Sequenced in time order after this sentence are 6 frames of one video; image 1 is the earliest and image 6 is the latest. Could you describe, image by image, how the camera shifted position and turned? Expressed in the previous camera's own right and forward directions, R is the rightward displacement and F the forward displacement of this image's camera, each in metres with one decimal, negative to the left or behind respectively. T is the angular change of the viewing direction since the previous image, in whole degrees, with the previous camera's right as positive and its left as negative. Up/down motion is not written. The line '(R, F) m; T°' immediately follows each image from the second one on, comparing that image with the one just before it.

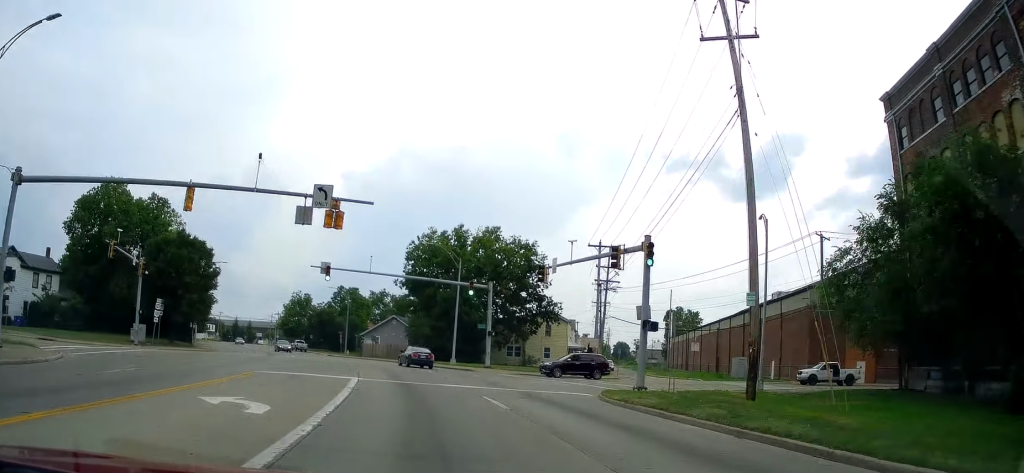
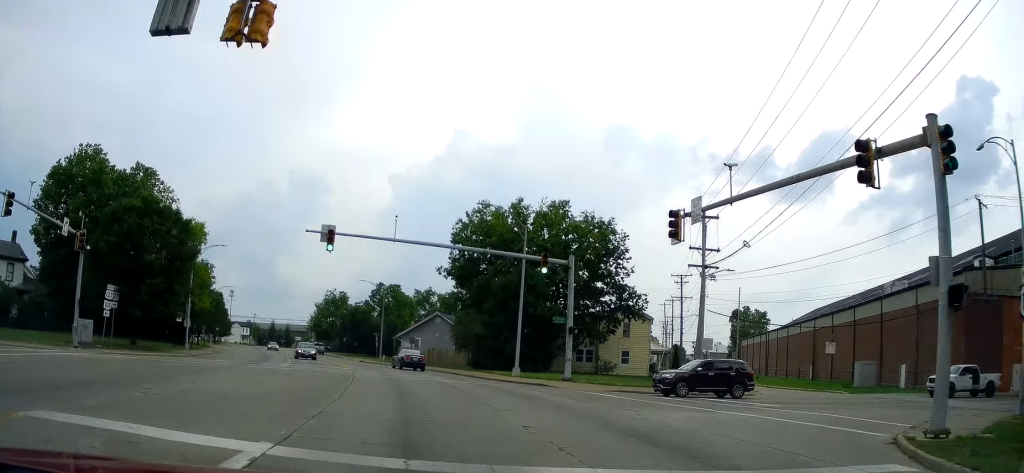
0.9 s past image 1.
(-0.4, +15.9) m; -5°
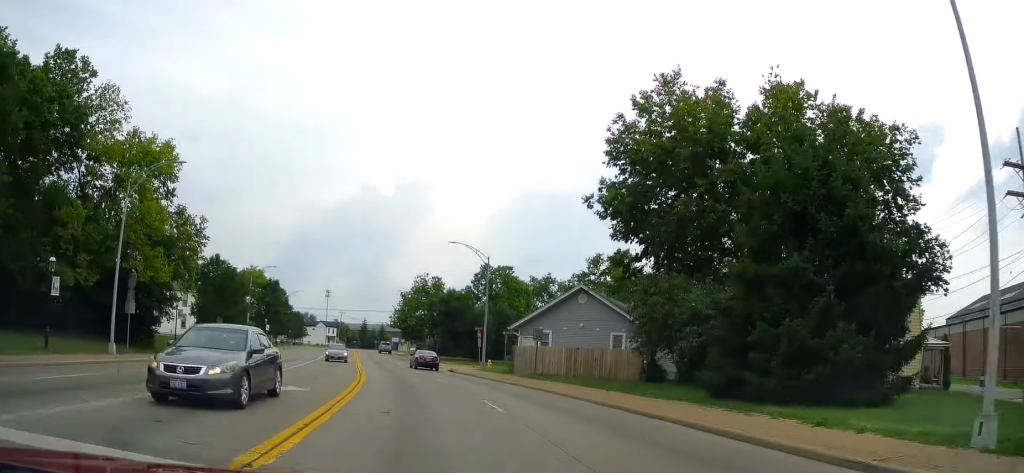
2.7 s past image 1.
(-2.9, +30.5) m; -9°
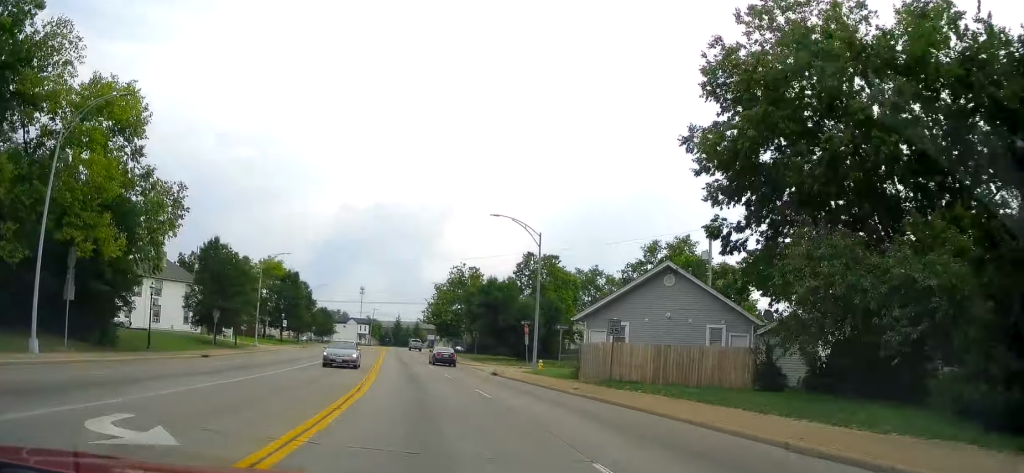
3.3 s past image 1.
(0.0, +10.1) m; -2°
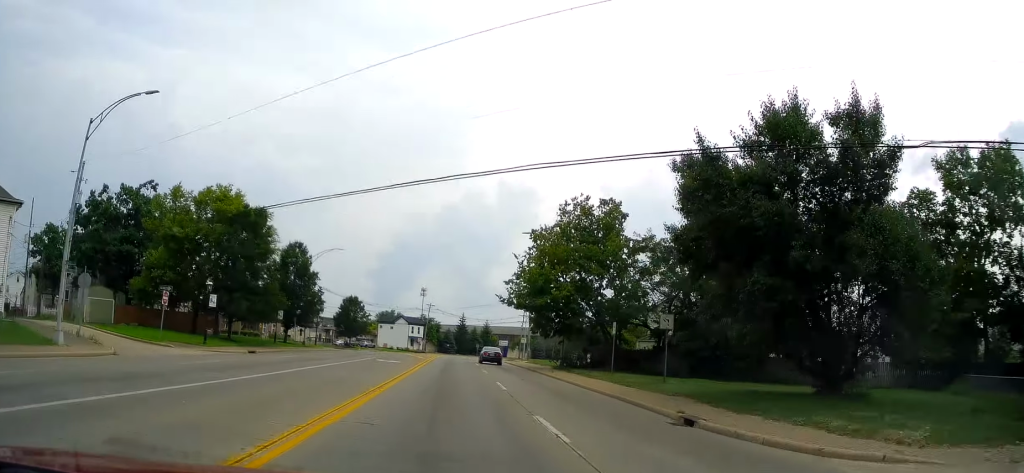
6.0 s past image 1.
(-6.1, +44.2) m; -14°
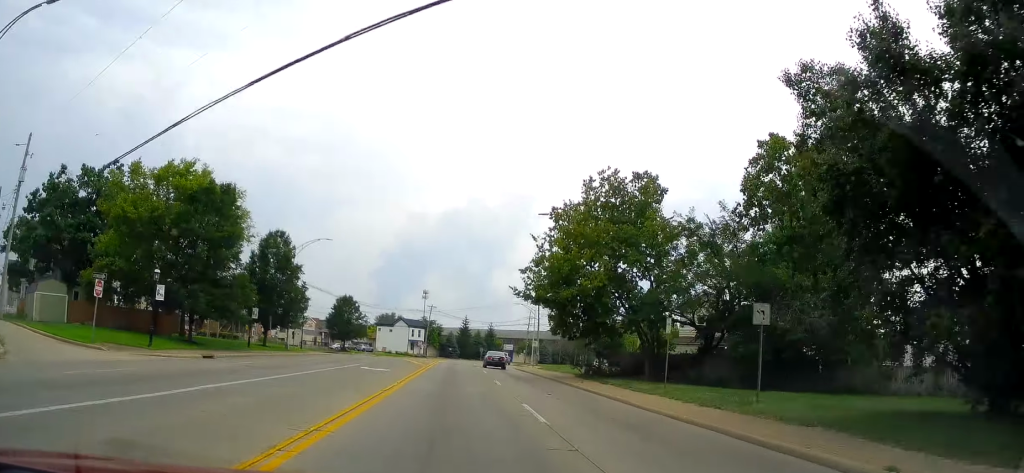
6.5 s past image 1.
(-0.1, +7.9) m; -1°
